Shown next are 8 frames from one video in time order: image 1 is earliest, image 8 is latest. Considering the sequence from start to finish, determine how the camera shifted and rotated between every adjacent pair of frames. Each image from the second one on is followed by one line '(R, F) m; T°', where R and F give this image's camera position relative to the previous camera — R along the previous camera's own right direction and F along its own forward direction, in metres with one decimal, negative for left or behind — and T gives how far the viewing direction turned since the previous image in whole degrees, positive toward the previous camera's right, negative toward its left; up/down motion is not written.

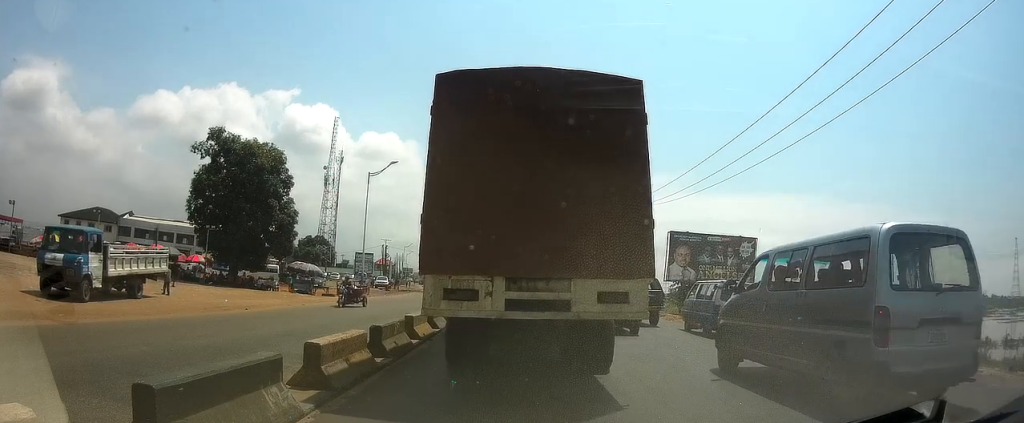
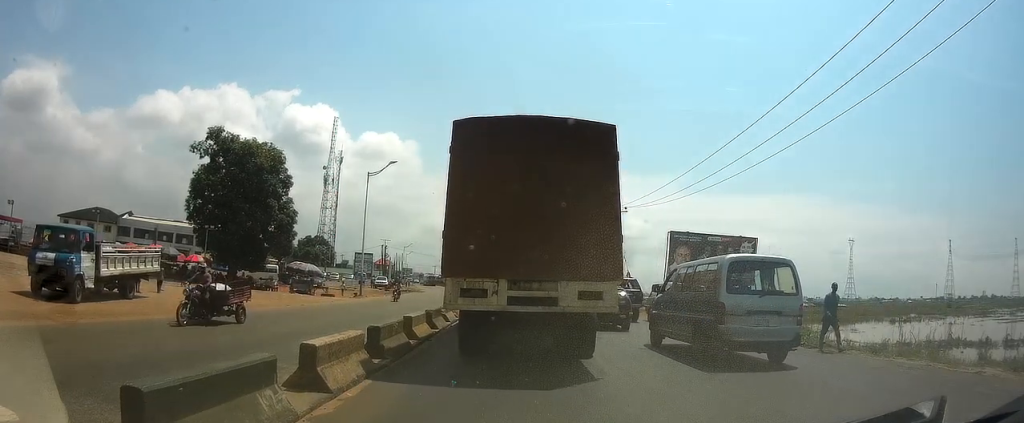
(0.0, +0.4) m; 0°
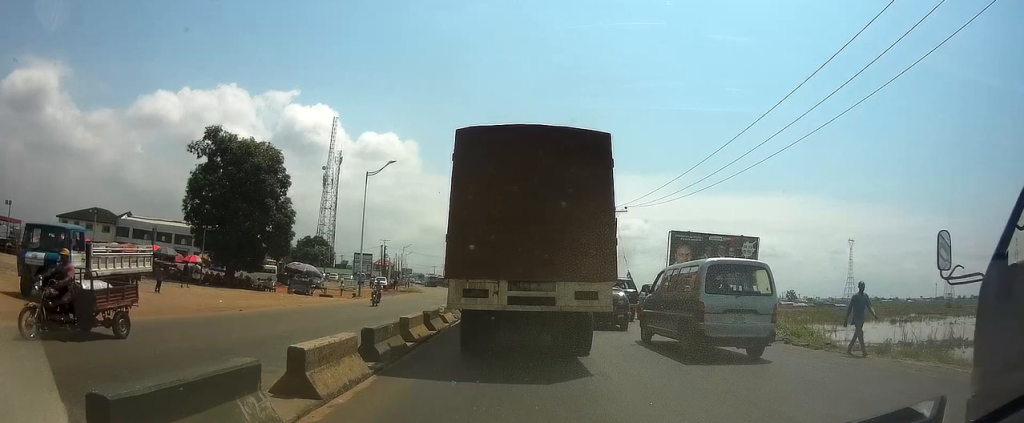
(0.0, +0.4) m; 0°
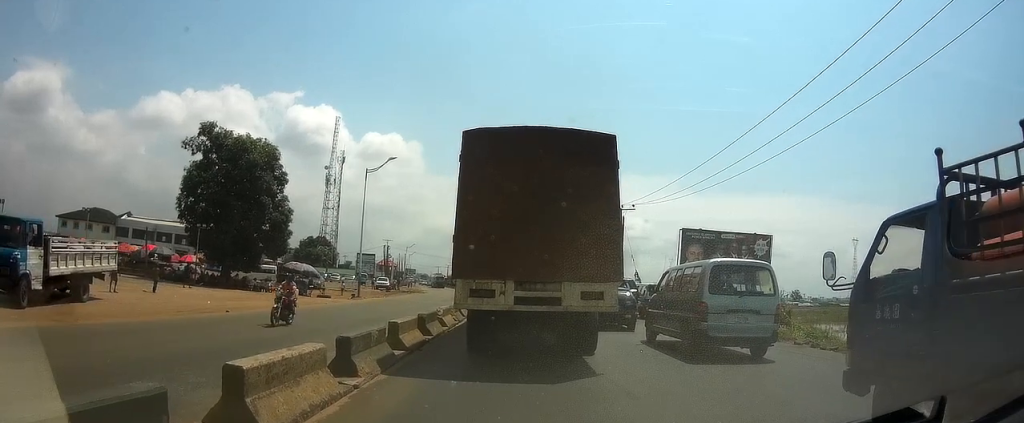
(0.0, +1.1) m; 0°
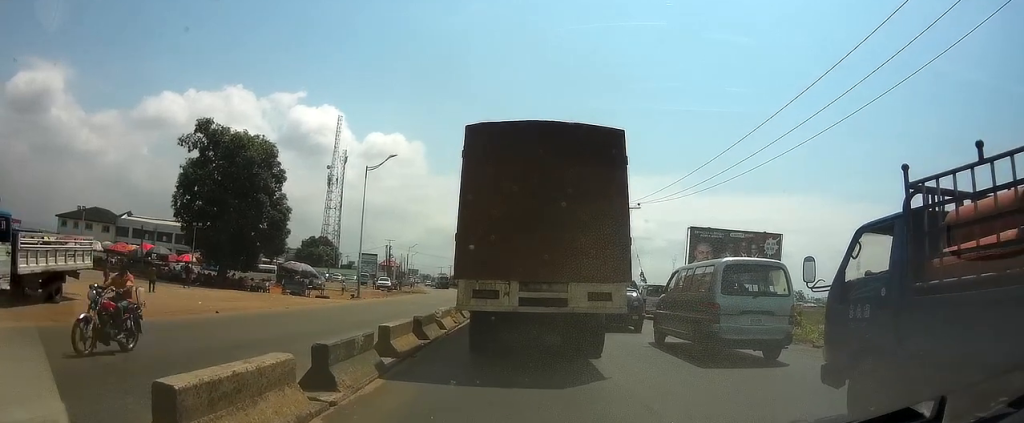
(0.0, +0.7) m; 0°
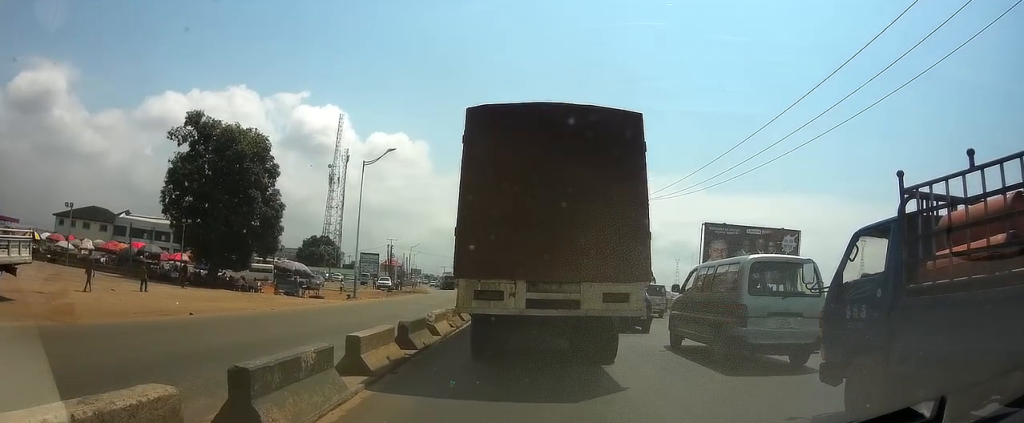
(0.0, +1.5) m; -1°
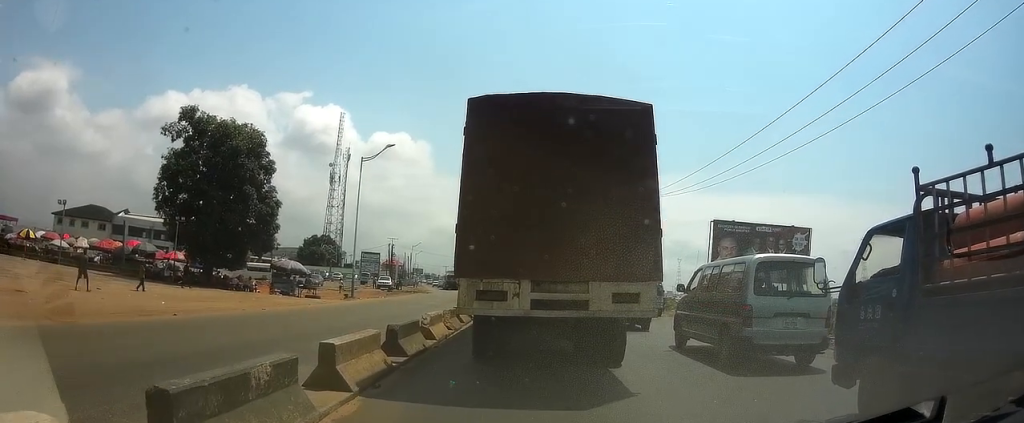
(0.0, +1.0) m; -1°
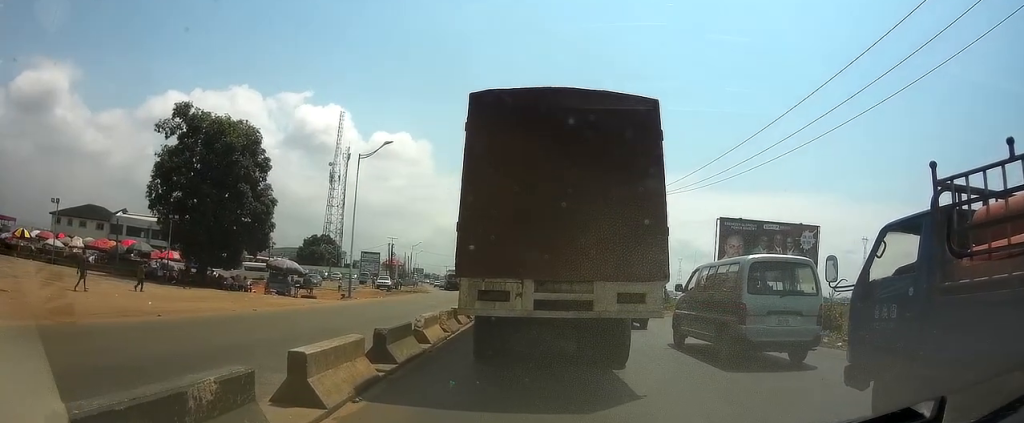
(0.0, +0.9) m; 0°
